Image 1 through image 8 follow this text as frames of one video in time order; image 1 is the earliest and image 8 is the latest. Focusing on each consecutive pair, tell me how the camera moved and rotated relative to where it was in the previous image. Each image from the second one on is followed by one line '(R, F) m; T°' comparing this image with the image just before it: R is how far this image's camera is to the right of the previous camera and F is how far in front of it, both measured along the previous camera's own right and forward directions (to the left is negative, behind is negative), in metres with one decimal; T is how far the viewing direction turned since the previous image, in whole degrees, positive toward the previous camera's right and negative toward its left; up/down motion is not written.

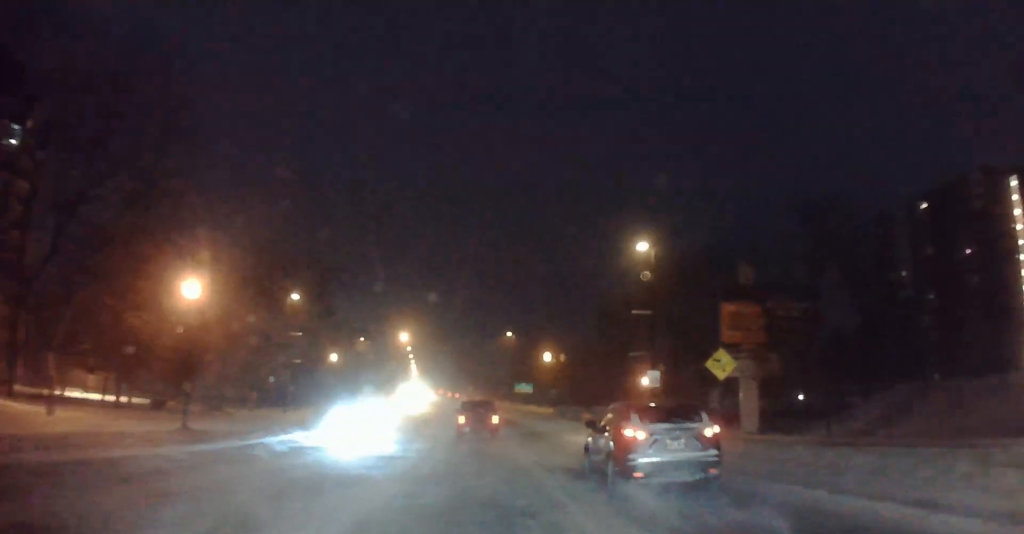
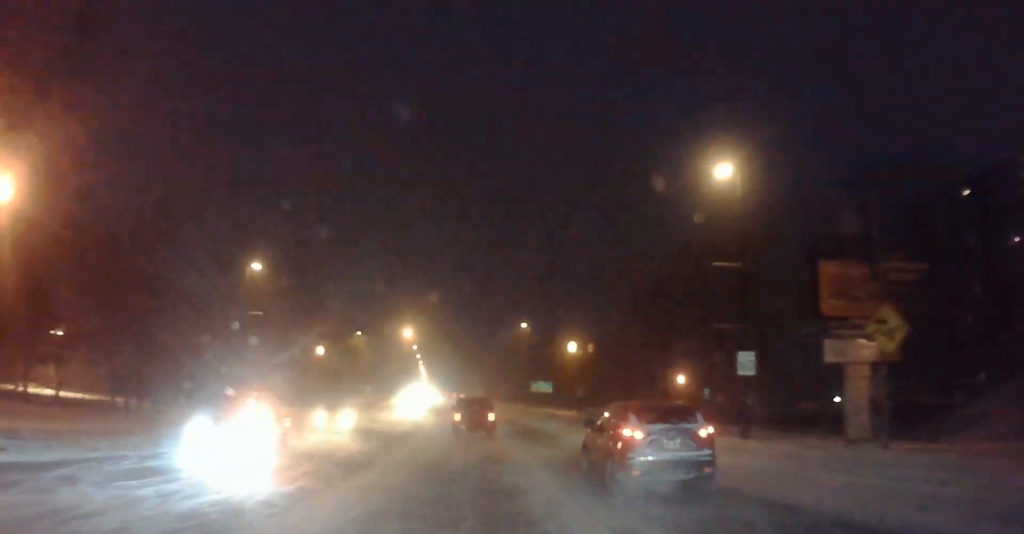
(-0.5, +10.9) m; -3°
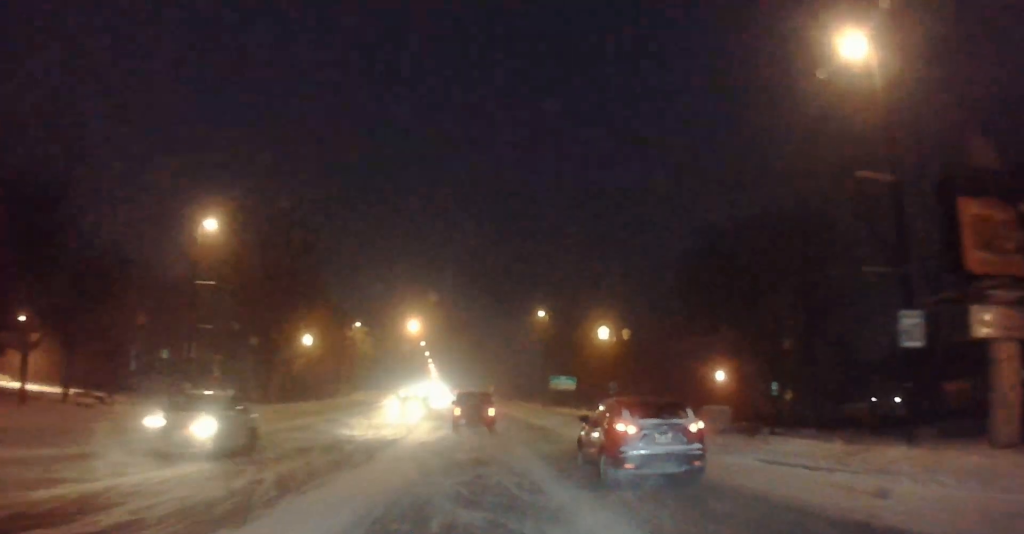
(-1.9, +8.9) m; +8°
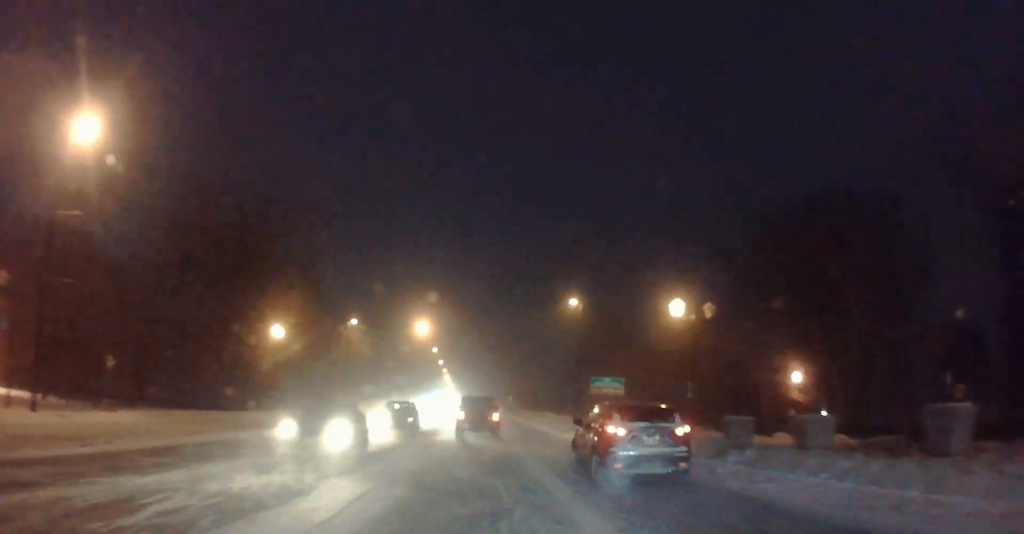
(+4.1, +11.6) m; +8°
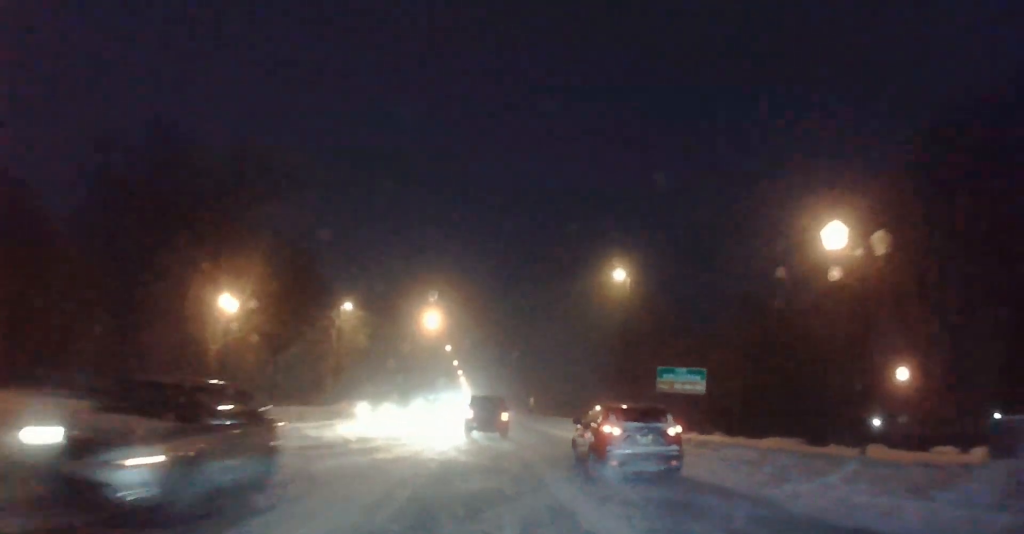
(-2.0, +11.7) m; -9°
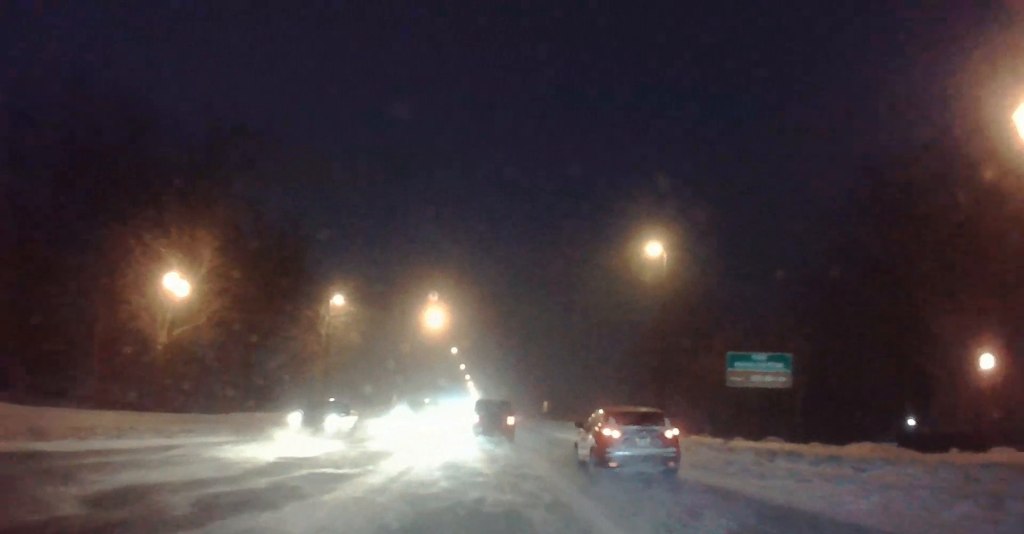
(-0.2, +7.0) m; -2°
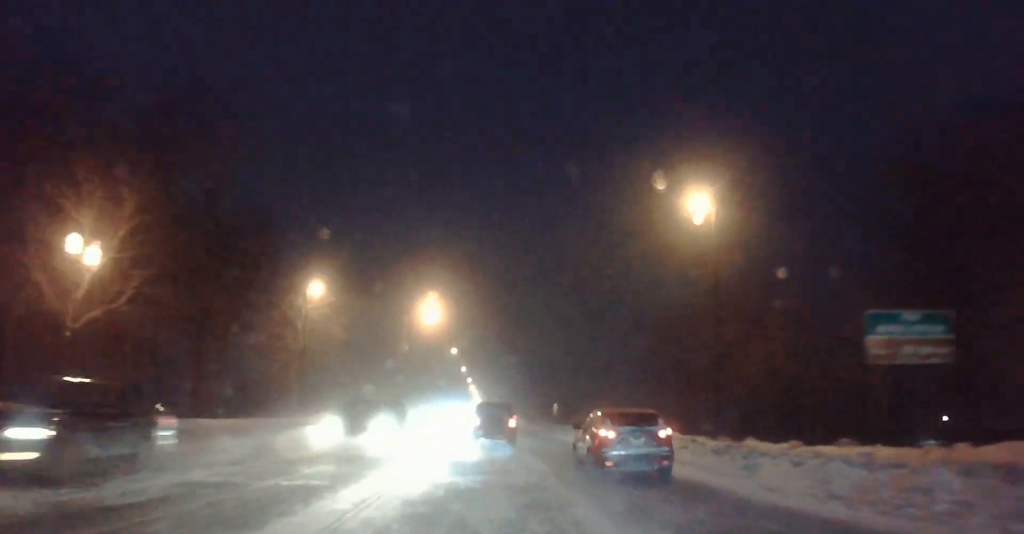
(+0.2, +7.0) m; 0°
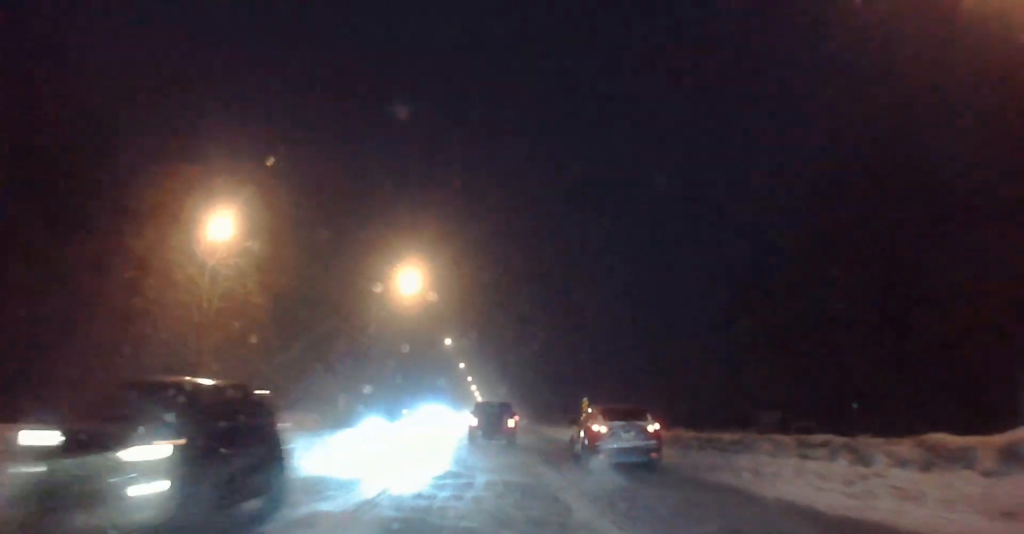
(-0.2, +17.2) m; 0°
